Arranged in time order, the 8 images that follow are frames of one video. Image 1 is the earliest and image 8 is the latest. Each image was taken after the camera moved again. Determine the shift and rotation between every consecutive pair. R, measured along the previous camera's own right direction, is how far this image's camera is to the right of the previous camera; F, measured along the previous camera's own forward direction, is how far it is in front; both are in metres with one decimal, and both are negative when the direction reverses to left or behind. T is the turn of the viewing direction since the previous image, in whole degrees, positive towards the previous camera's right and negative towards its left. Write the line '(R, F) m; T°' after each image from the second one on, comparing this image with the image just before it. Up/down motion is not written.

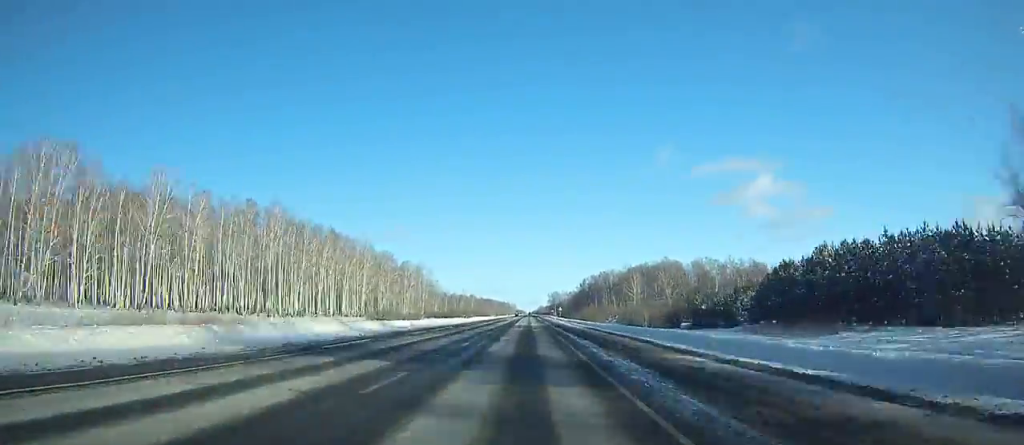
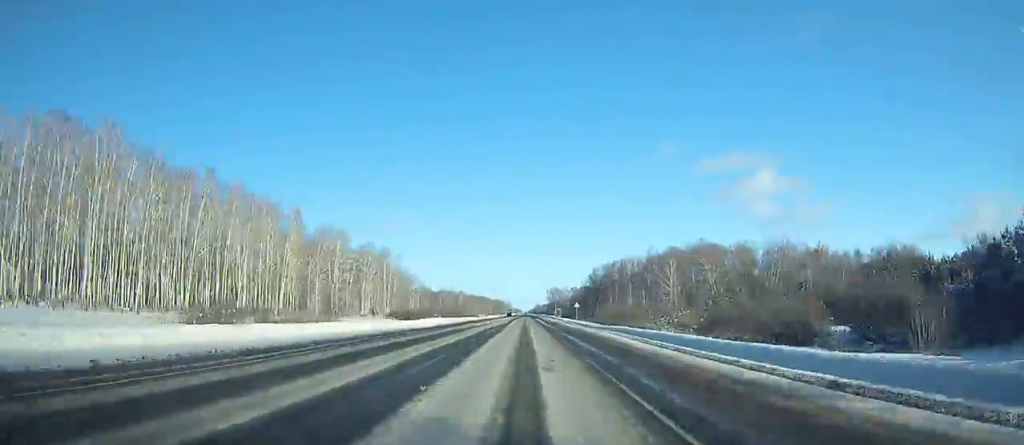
(+0.2, +57.5) m; 0°
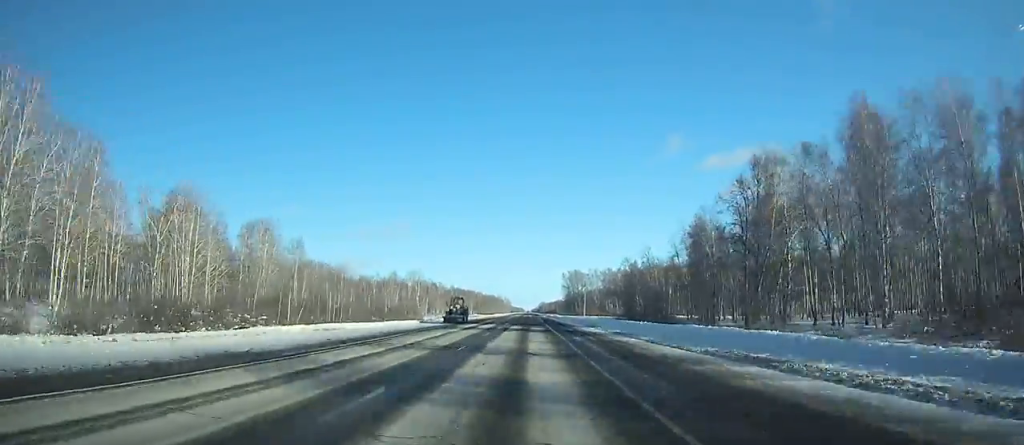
(-0.1, +172.6) m; 0°
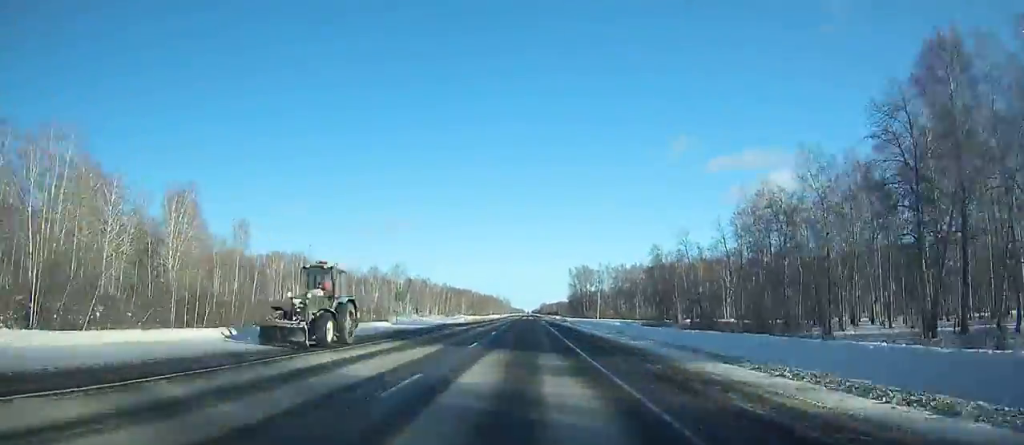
(0.0, +36.8) m; 0°
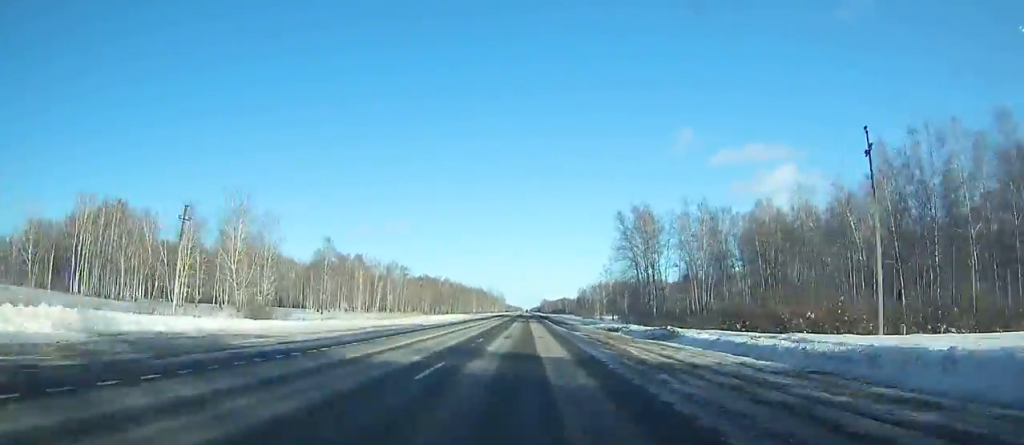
(+0.1, +123.3) m; 0°
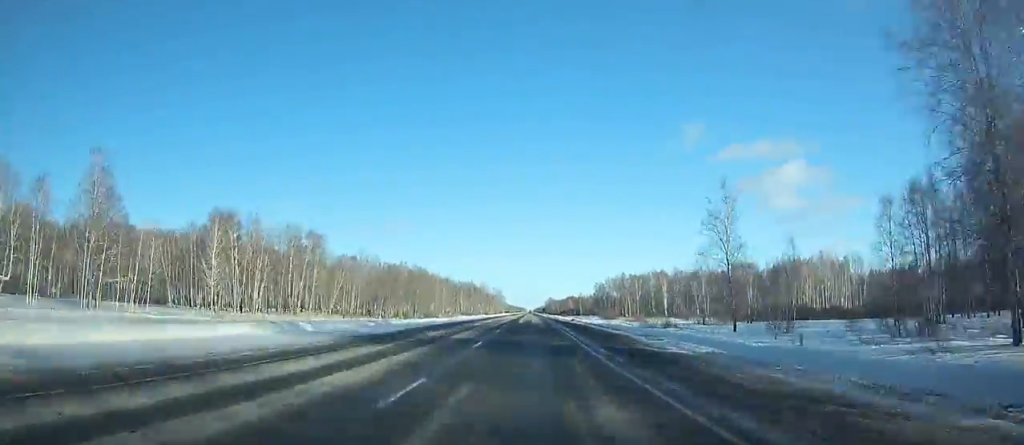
(-0.1, +86.3) m; 0°
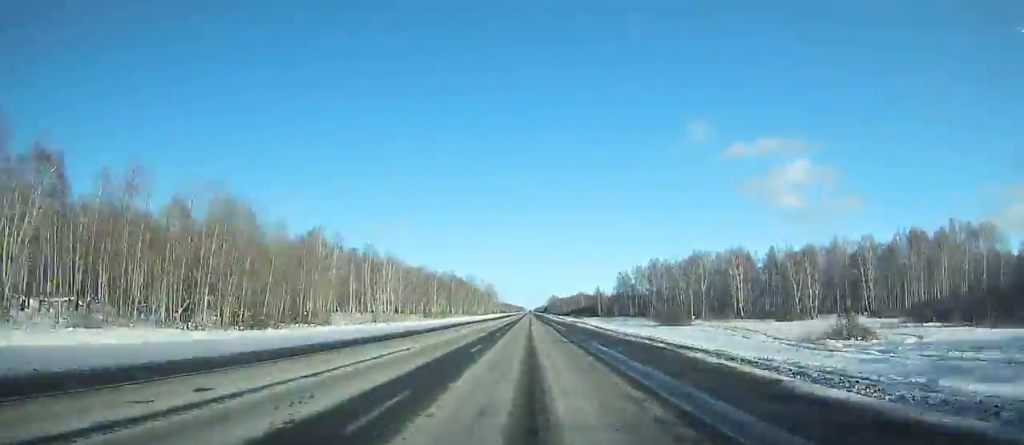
(0.0, +81.4) m; 0°
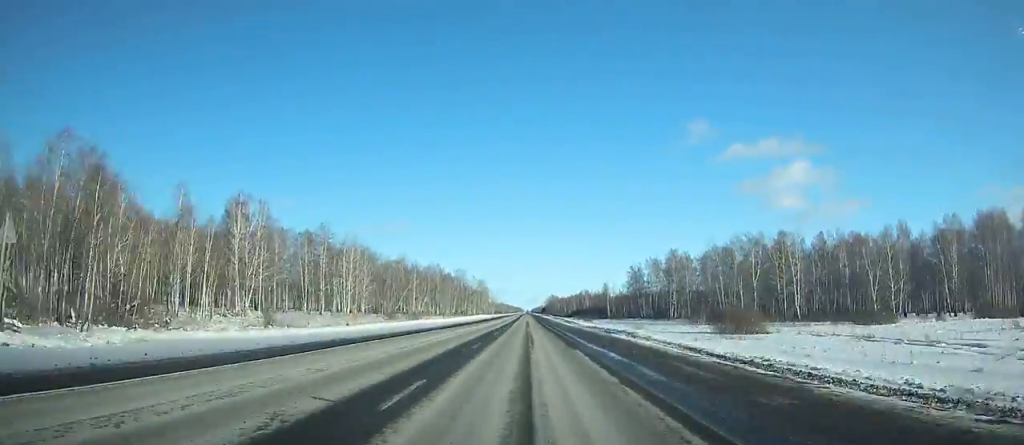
(+0.1, +32.4) m; 0°
